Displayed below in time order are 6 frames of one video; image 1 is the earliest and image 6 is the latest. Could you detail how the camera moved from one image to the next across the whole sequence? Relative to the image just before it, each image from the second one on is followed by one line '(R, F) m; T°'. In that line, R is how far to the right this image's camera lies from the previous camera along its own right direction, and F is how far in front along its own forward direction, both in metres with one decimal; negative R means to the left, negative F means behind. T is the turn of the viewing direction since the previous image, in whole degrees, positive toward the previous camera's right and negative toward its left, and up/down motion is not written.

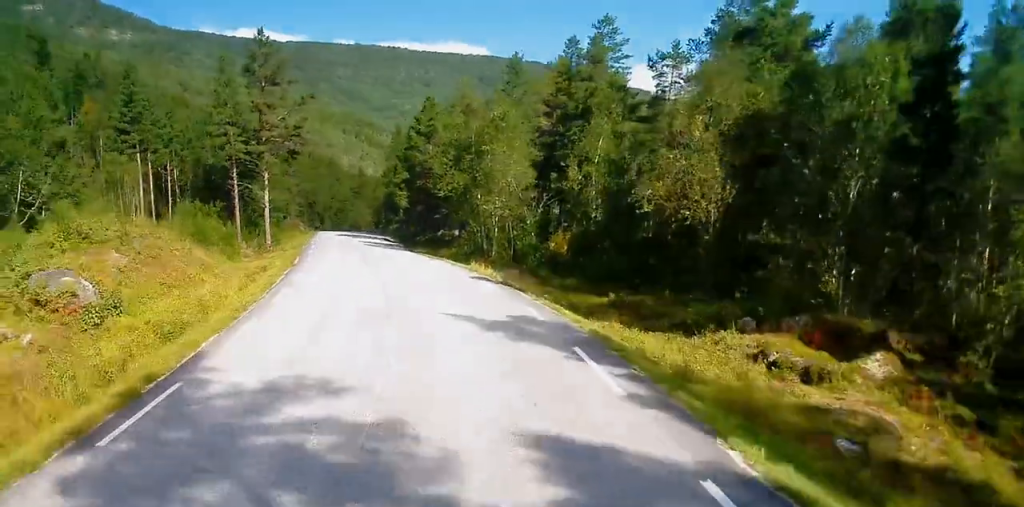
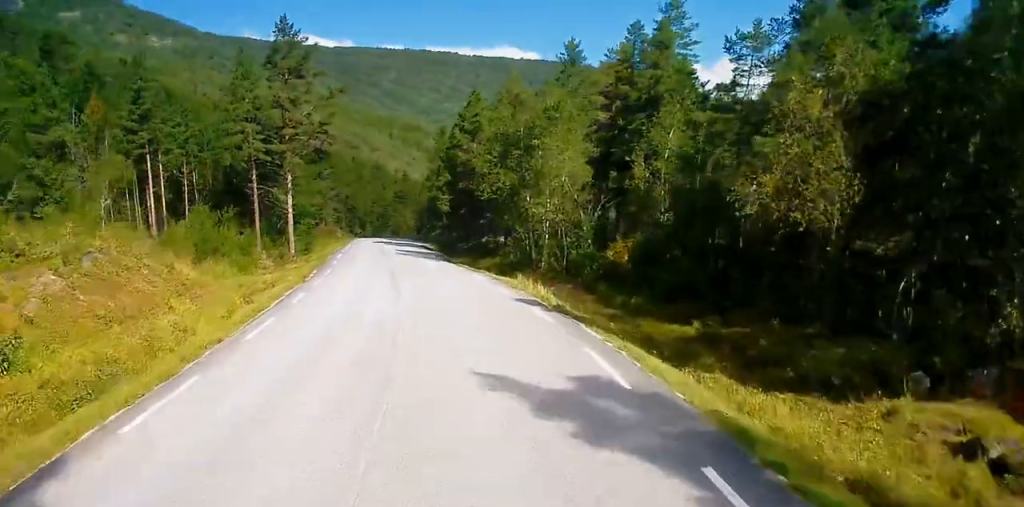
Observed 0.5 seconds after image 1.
(0.0, +5.9) m; 0°
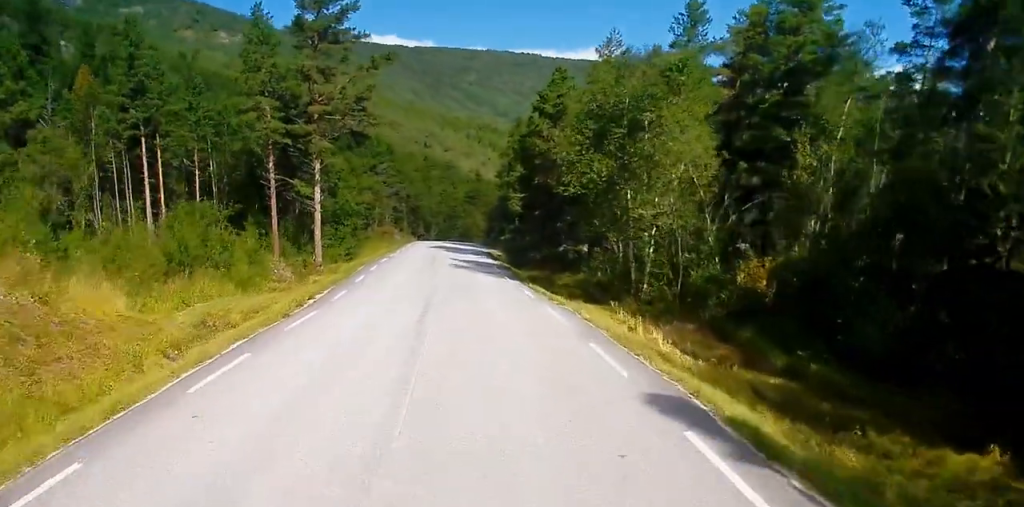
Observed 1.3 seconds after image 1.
(0.0, +10.9) m; 0°
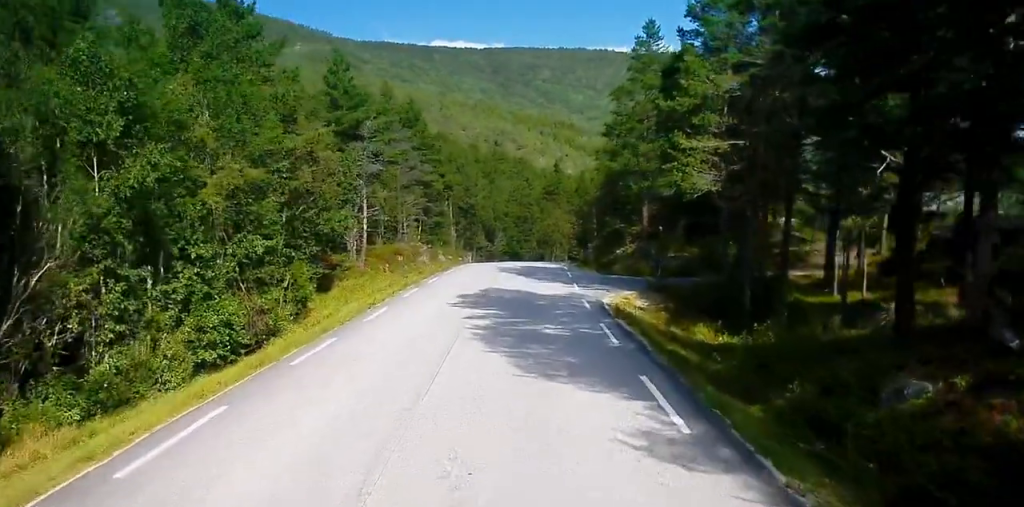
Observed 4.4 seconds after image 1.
(0.0, +39.9) m; 0°
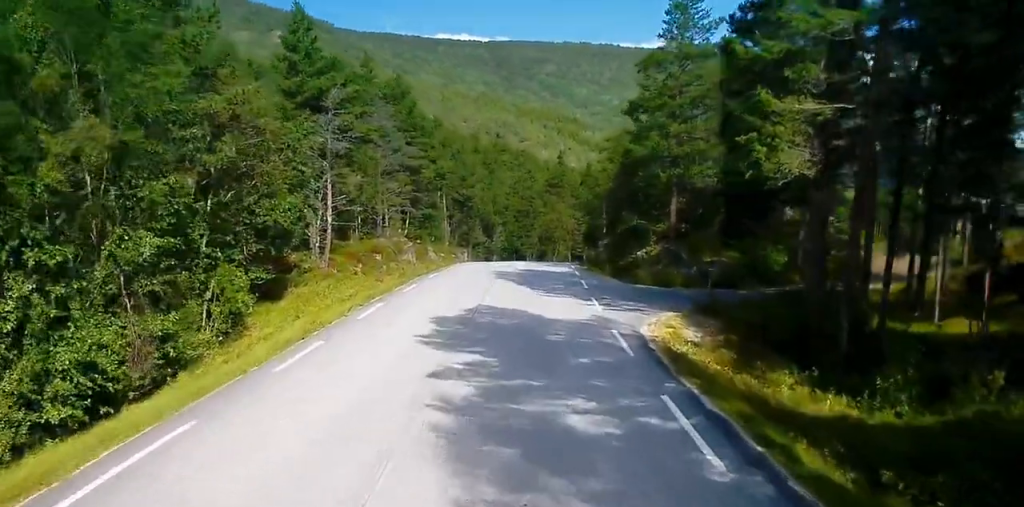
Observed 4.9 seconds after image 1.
(0.0, +7.1) m; 0°
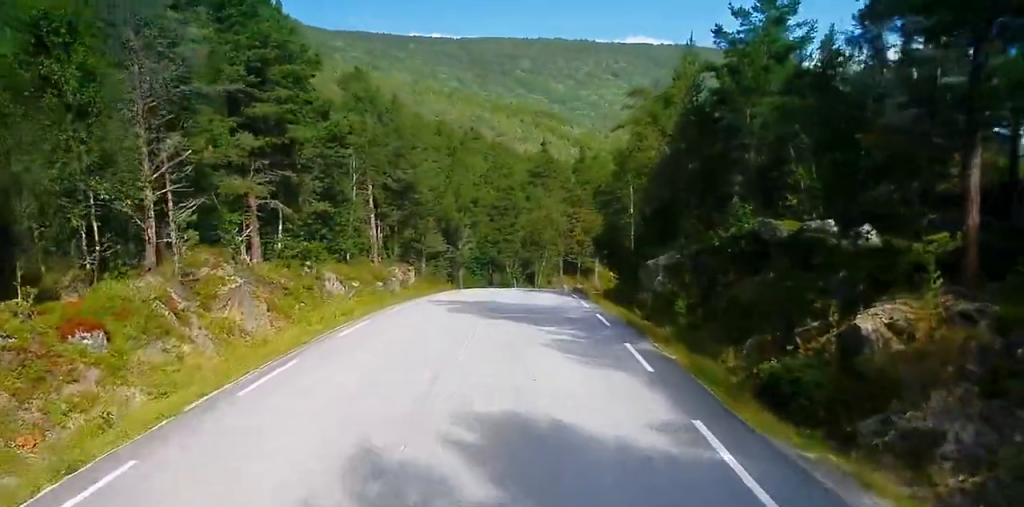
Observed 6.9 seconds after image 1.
(0.0, +25.0) m; 0°
